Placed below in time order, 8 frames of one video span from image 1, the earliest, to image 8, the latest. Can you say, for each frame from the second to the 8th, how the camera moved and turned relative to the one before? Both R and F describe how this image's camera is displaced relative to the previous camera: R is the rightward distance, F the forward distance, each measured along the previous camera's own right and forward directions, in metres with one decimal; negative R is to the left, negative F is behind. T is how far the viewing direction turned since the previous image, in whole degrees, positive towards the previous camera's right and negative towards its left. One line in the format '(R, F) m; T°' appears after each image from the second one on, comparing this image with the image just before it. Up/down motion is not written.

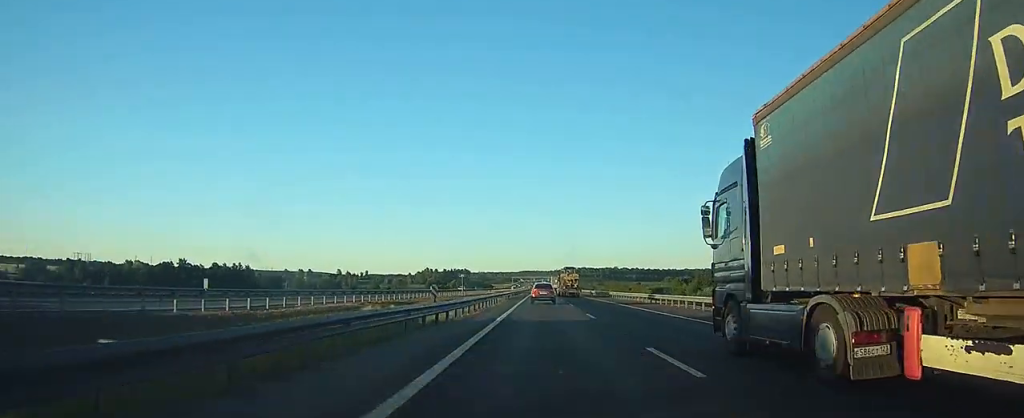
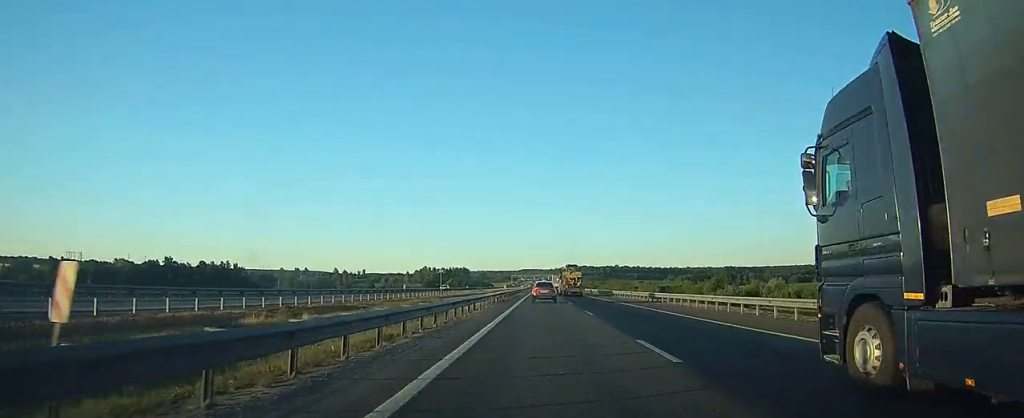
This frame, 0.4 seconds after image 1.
(0.0, +14.5) m; 0°
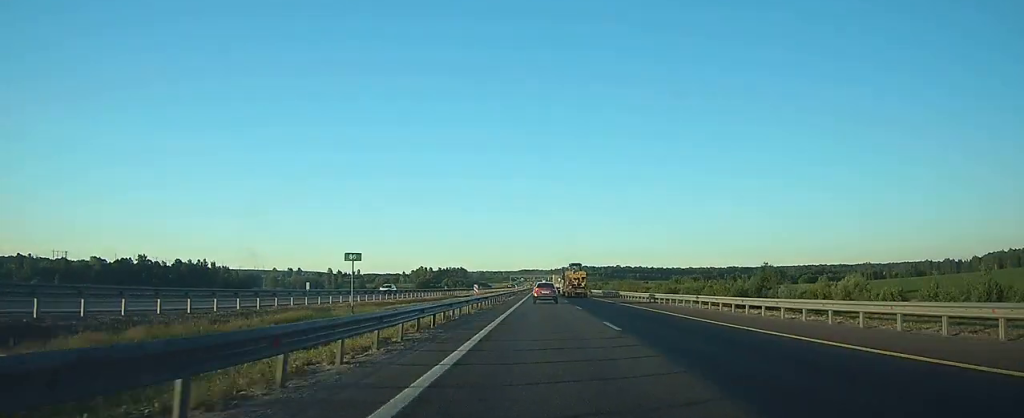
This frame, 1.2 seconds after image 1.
(0.0, +24.7) m; 0°
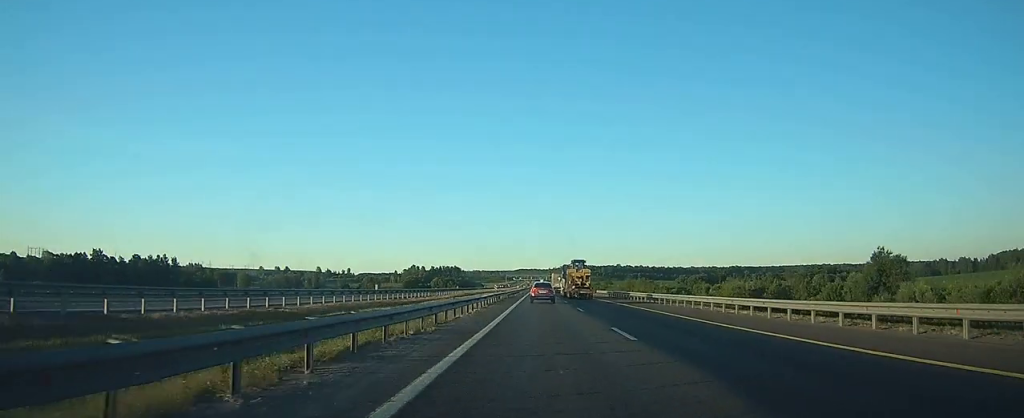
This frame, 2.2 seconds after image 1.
(-0.1, +35.1) m; 0°
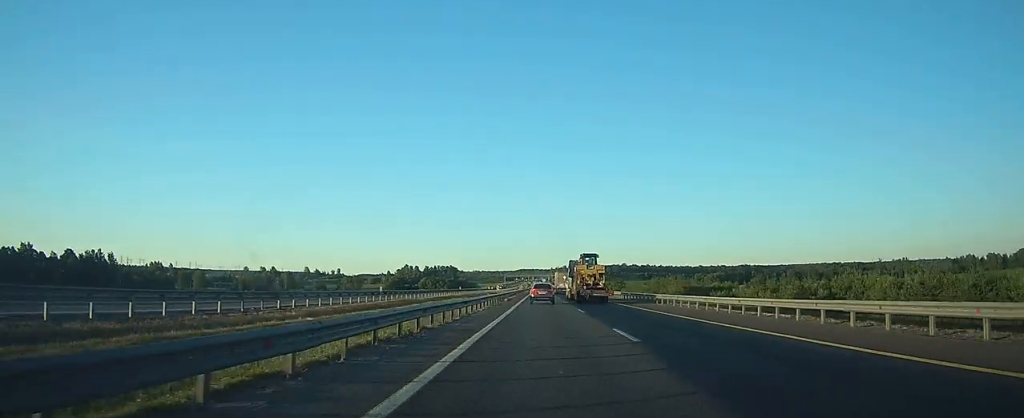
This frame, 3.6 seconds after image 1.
(+0.4, +49.1) m; 0°
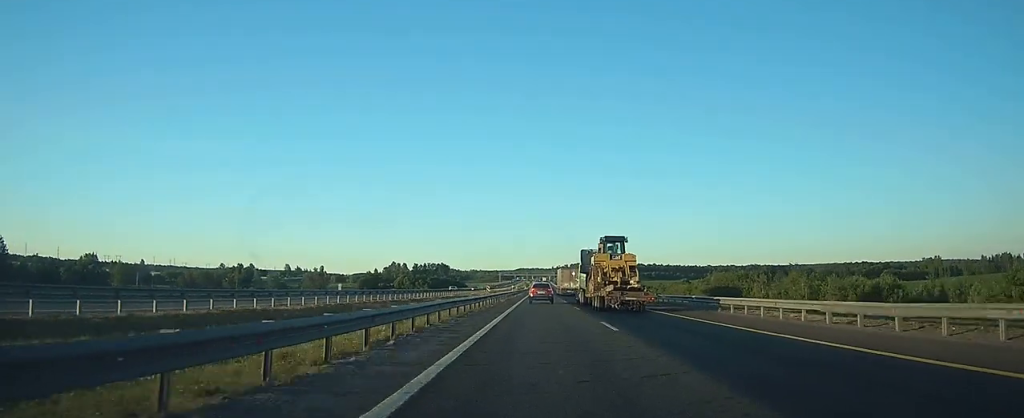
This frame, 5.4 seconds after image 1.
(-0.3, +61.0) m; -1°
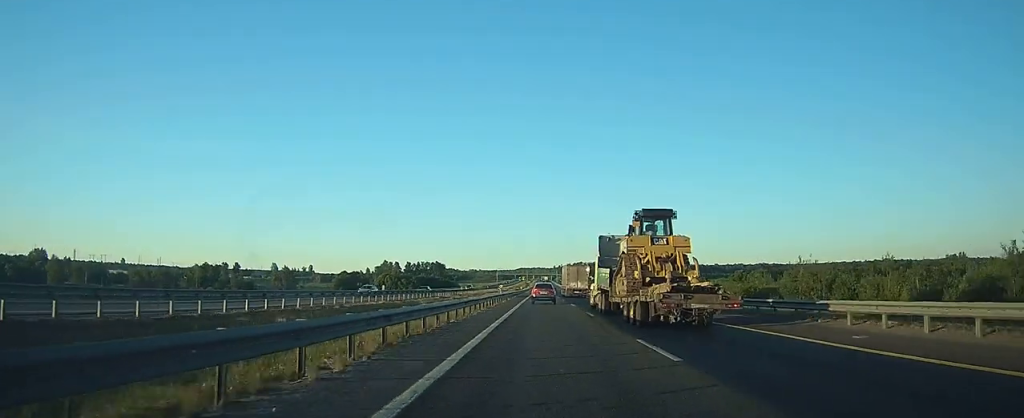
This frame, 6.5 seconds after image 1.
(-0.1, +39.2) m; 0°
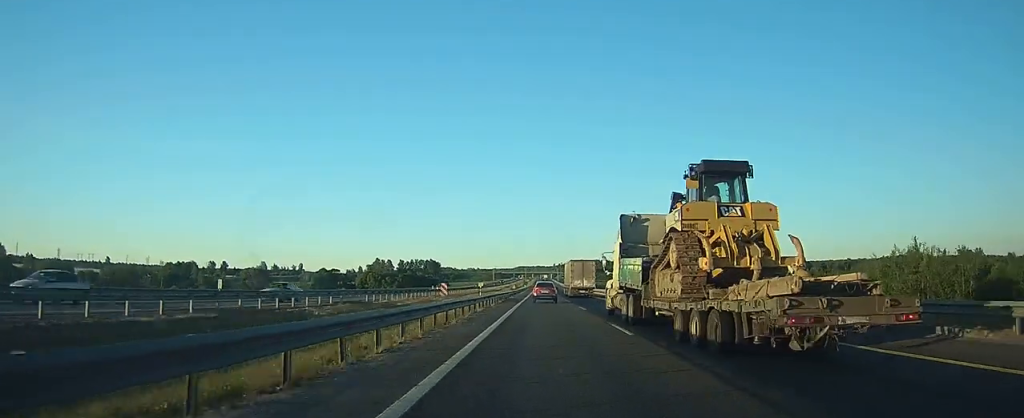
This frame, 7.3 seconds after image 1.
(0.0, +26.5) m; 0°
